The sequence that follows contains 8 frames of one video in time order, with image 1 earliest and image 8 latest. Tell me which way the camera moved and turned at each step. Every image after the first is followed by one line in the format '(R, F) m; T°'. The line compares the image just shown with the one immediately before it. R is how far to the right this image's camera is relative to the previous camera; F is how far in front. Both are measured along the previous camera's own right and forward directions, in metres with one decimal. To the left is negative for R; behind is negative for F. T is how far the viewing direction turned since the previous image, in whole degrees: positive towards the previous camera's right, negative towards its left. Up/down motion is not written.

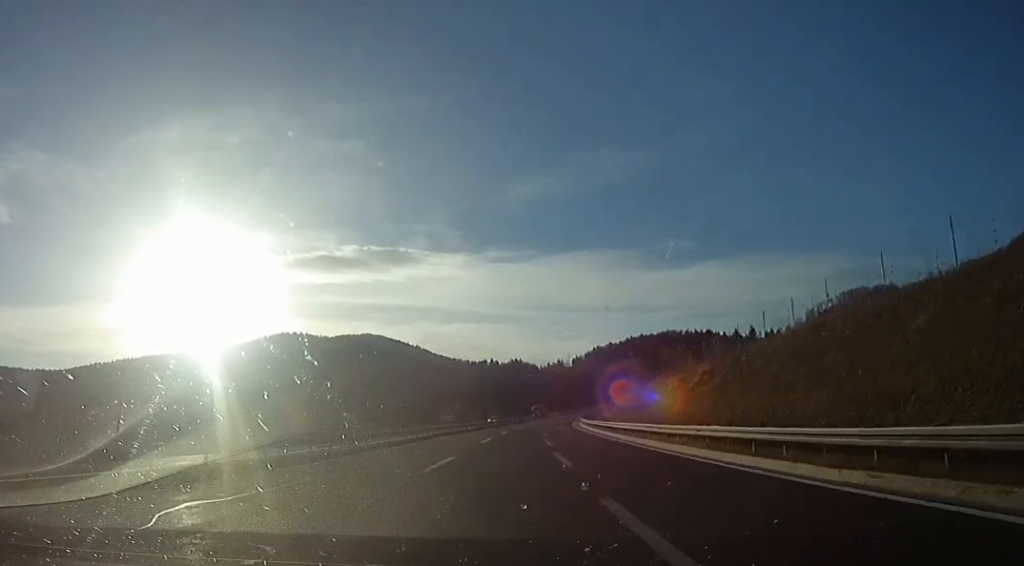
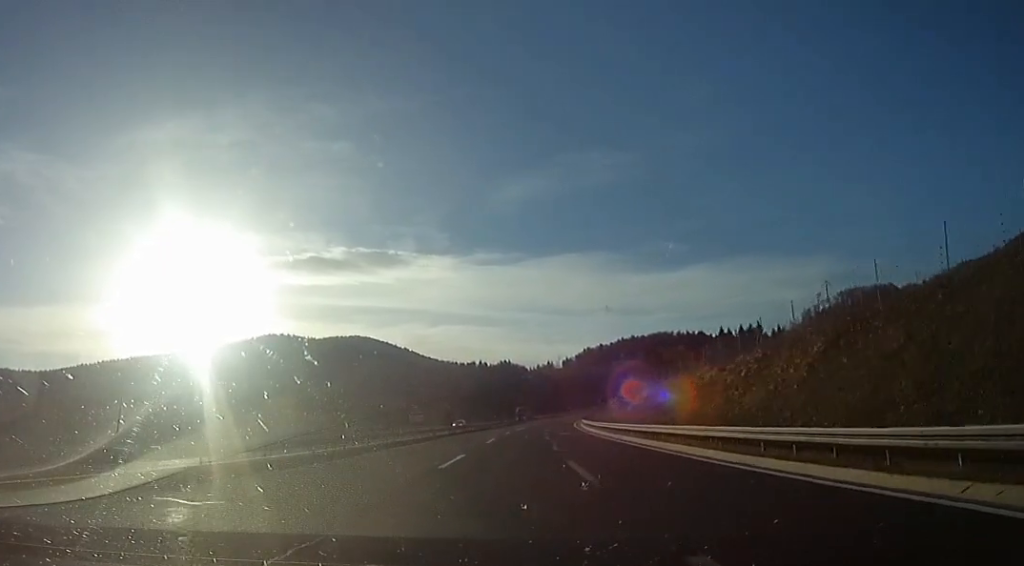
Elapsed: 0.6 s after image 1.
(+0.8, +16.2) m; 0°
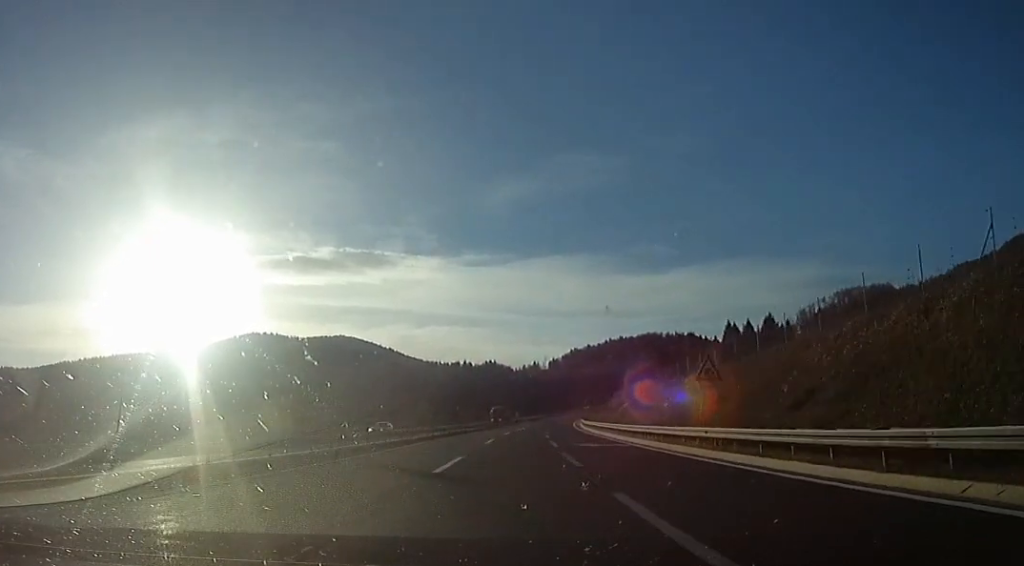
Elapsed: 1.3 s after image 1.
(-0.4, +19.6) m; 0°
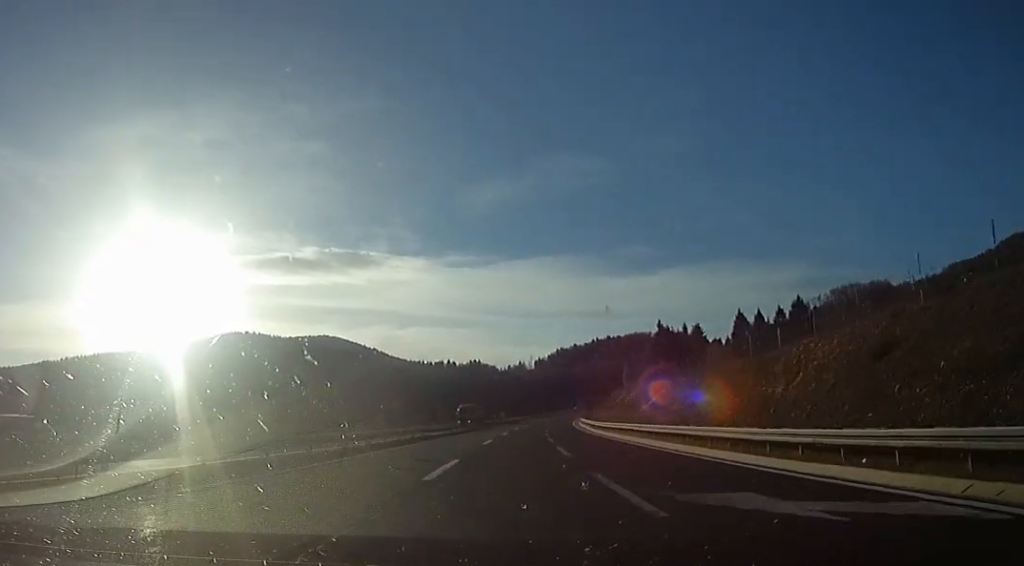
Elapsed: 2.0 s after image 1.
(-0.5, +20.5) m; +1°
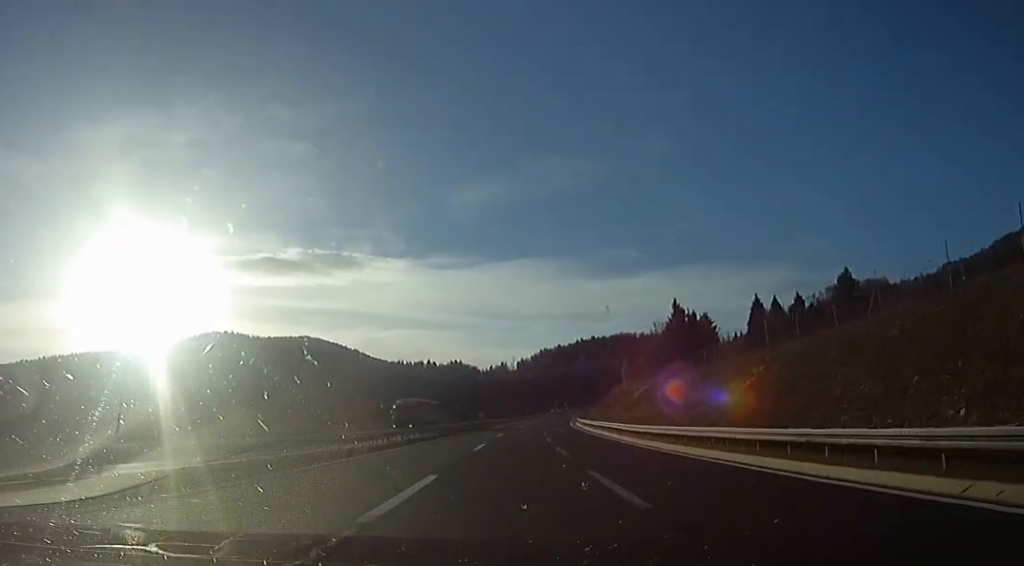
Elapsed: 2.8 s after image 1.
(+0.8, +23.5) m; +5°
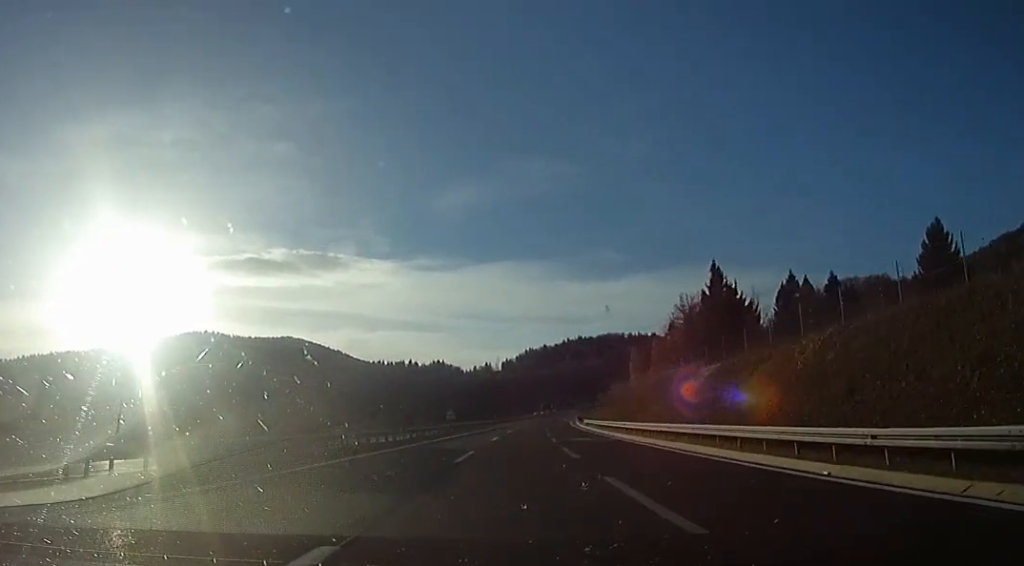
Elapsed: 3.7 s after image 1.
(+1.4, +26.5) m; +3°
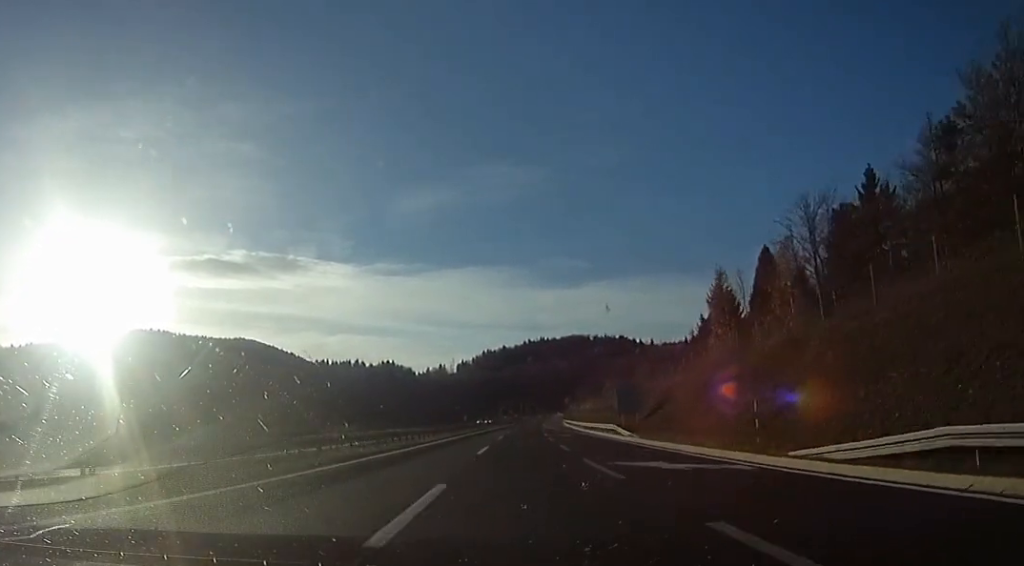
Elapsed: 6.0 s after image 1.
(-2.0, +67.1) m; +1°
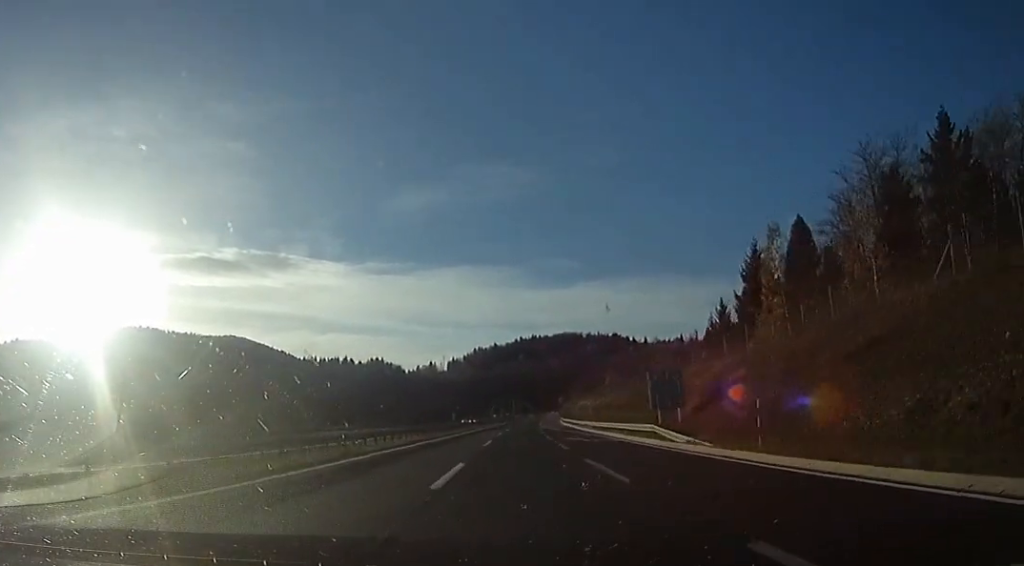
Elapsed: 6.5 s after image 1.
(+1.2, +13.2) m; +1°
